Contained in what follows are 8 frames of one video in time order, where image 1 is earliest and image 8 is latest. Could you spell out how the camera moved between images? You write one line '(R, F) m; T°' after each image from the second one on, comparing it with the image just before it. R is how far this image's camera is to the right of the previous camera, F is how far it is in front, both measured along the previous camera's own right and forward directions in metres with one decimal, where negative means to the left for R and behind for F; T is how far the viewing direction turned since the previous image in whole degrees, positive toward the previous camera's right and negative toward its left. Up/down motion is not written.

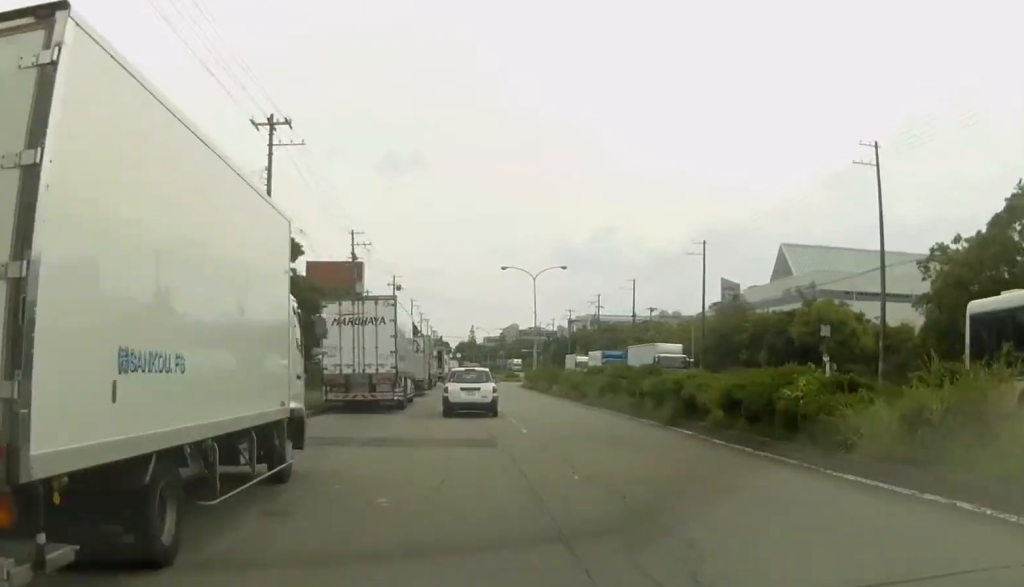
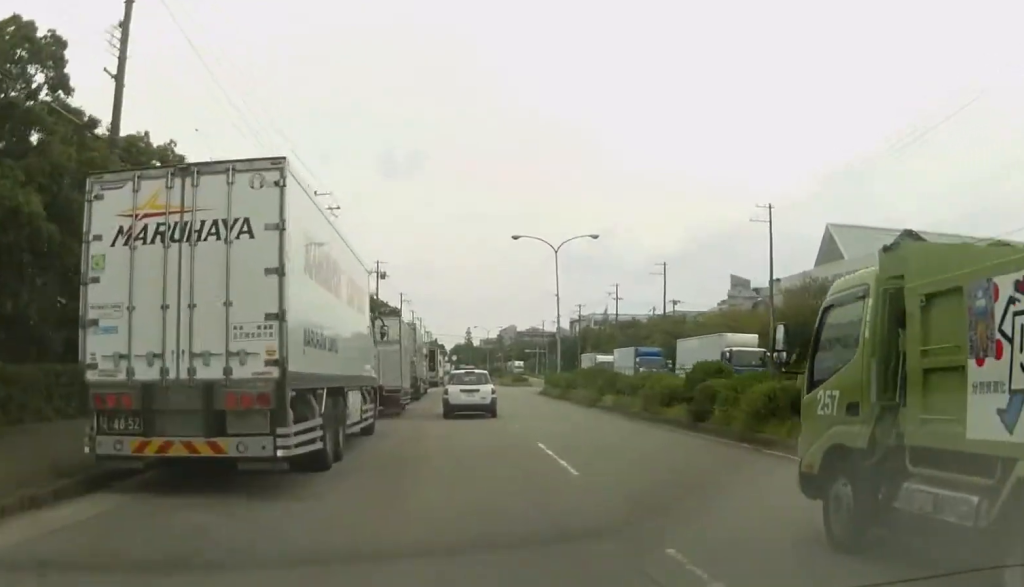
(0.0, +16.7) m; 0°
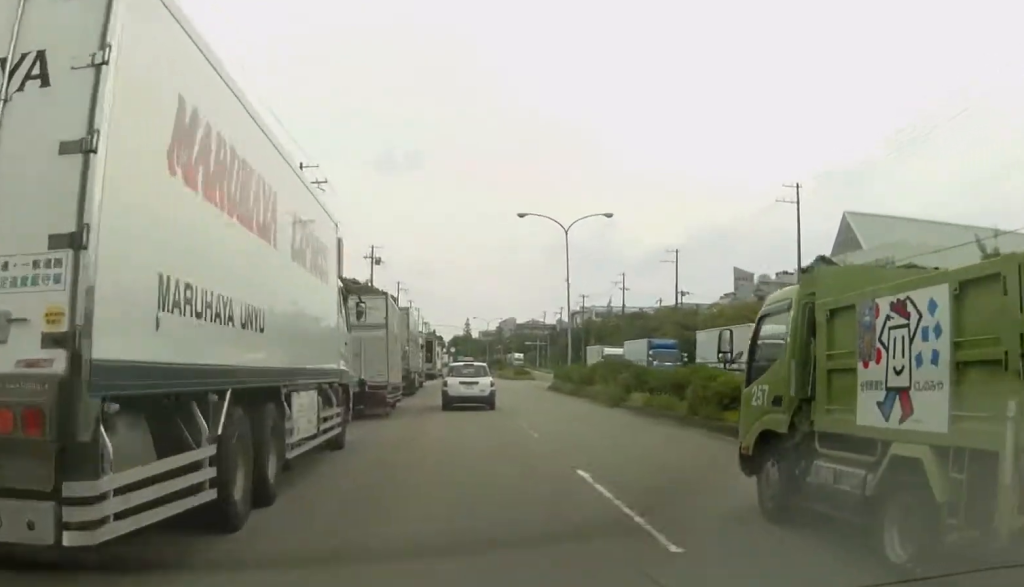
(0.0, +4.4) m; +1°
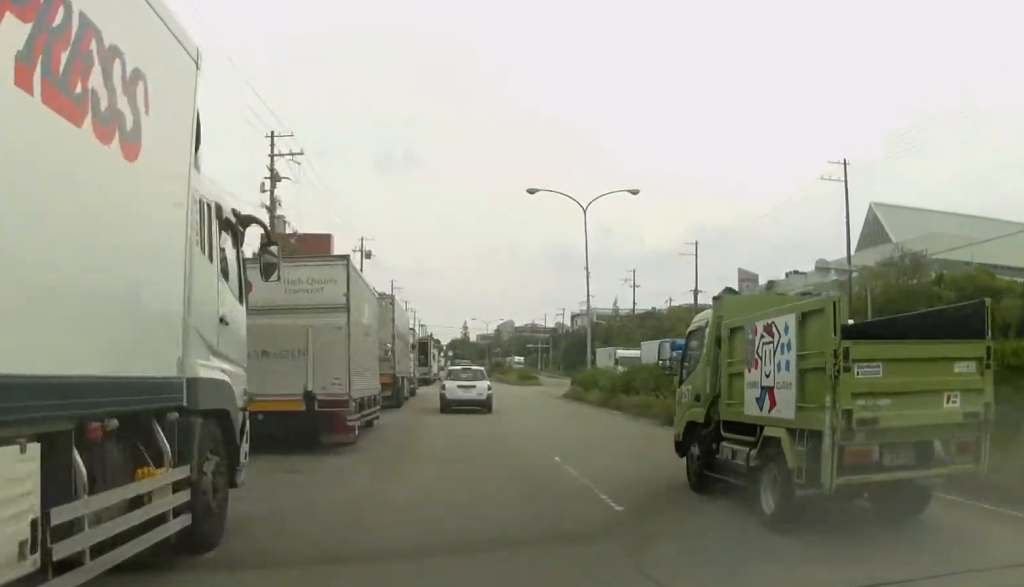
(-0.1, +6.6) m; +1°
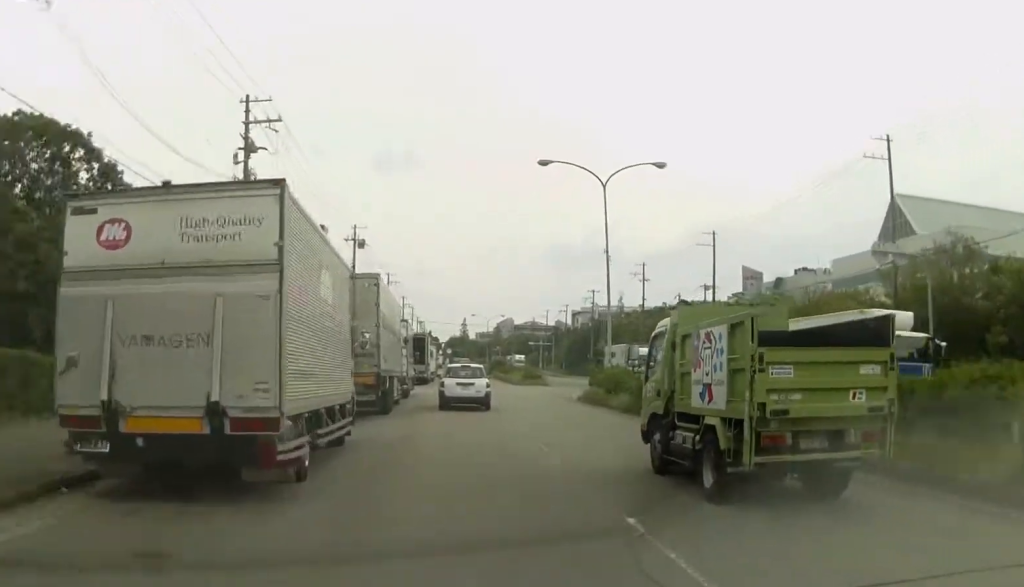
(+0.1, +4.1) m; +1°
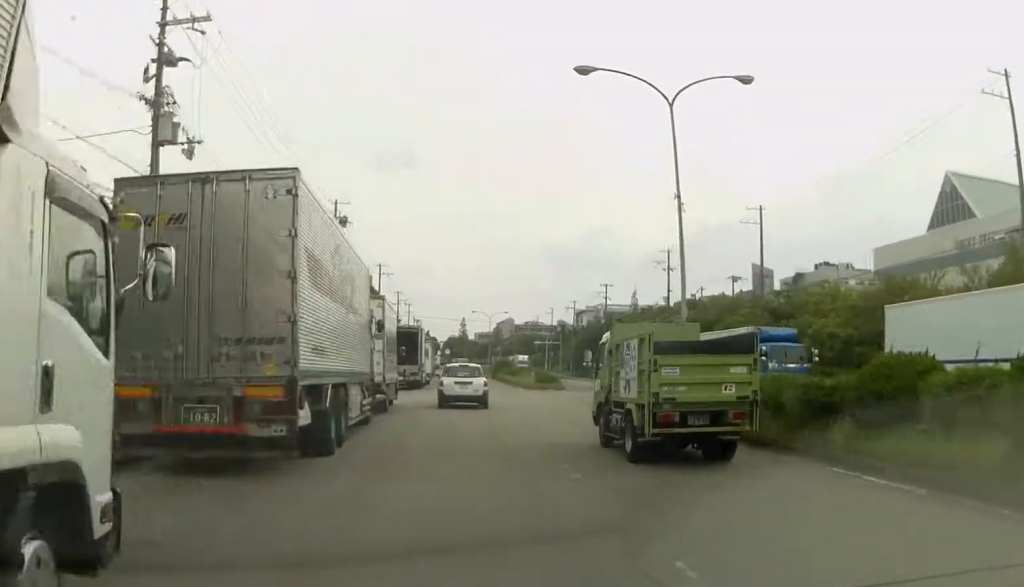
(+0.2, +9.0) m; 0°
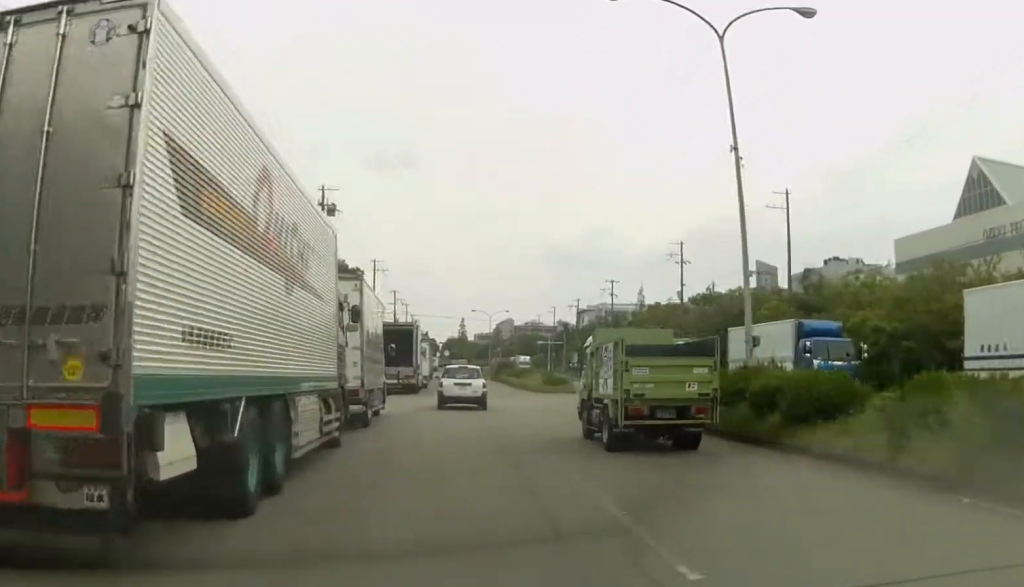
(+0.1, +3.9) m; -1°
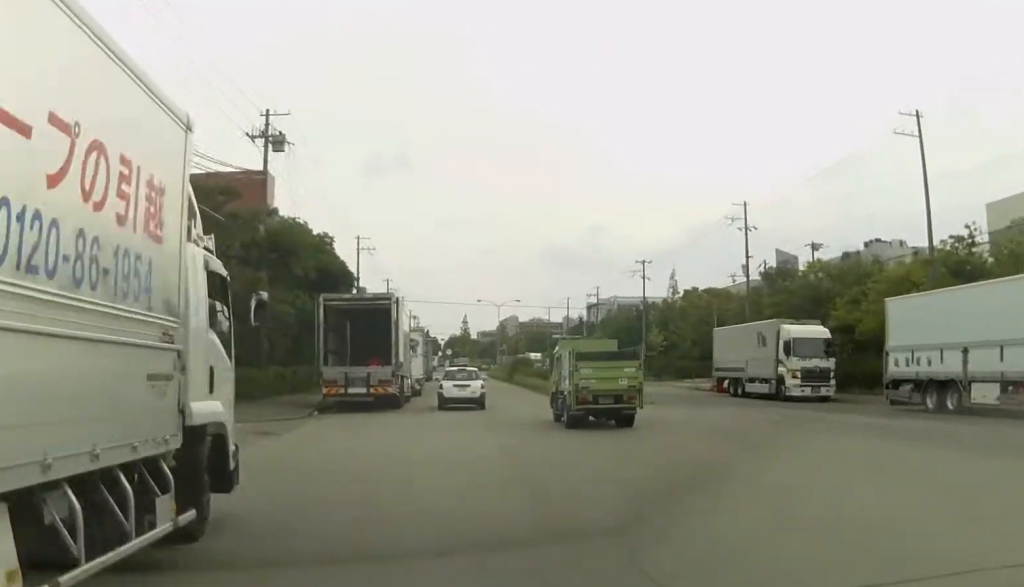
(-0.3, +14.0) m; 0°
